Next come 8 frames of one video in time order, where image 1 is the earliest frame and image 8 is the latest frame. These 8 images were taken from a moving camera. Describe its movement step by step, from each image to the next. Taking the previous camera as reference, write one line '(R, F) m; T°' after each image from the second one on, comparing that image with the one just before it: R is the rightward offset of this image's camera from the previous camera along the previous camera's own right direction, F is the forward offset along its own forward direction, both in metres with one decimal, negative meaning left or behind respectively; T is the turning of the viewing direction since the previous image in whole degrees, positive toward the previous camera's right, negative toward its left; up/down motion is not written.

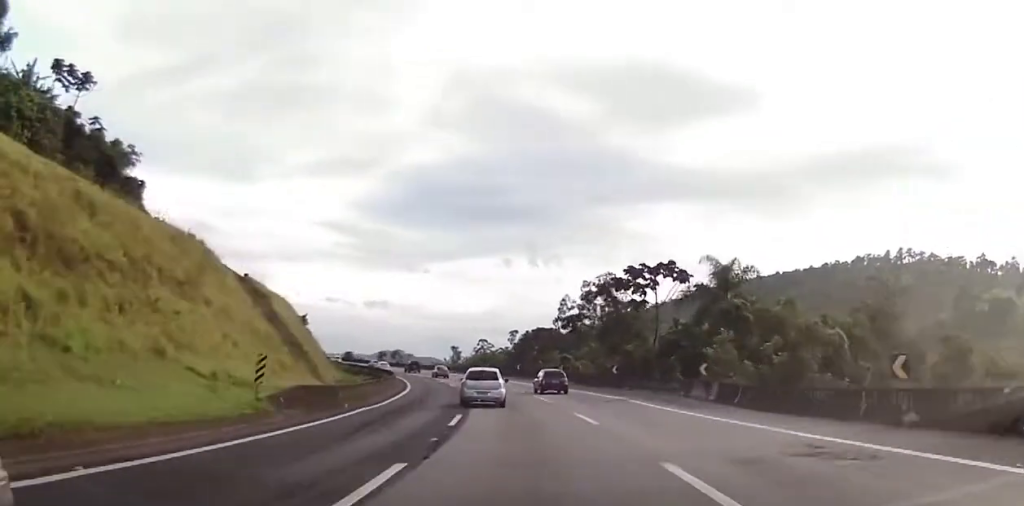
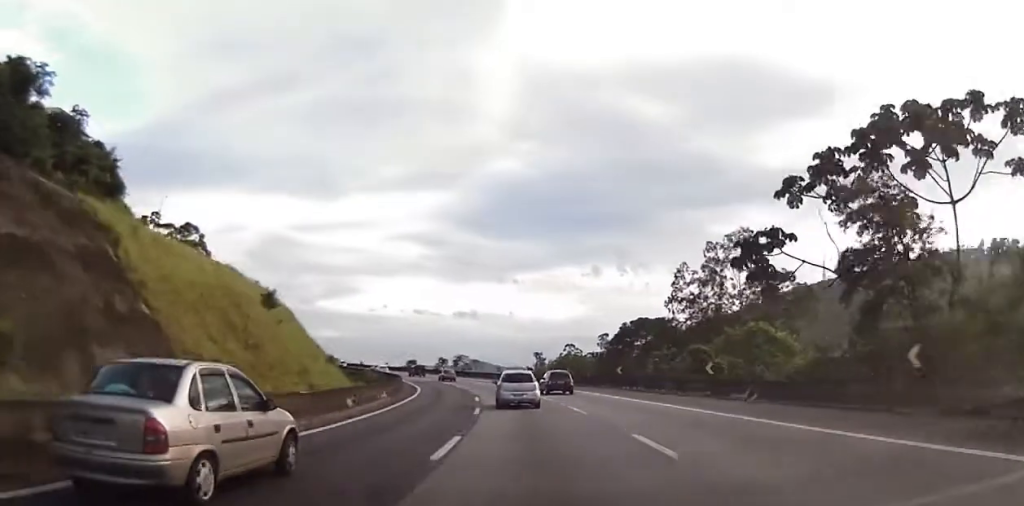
(-2.2, +32.3) m; -7°
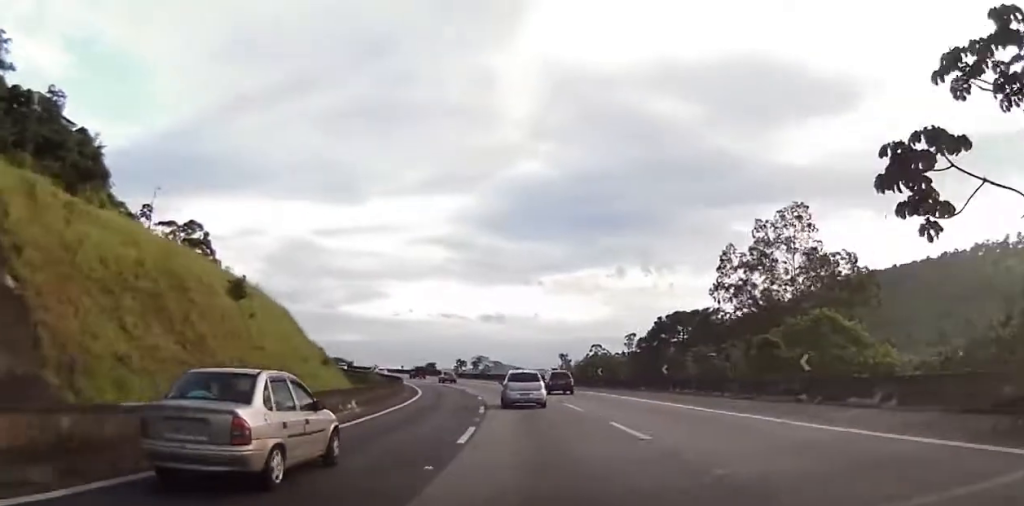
(0.0, +9.6) m; -2°
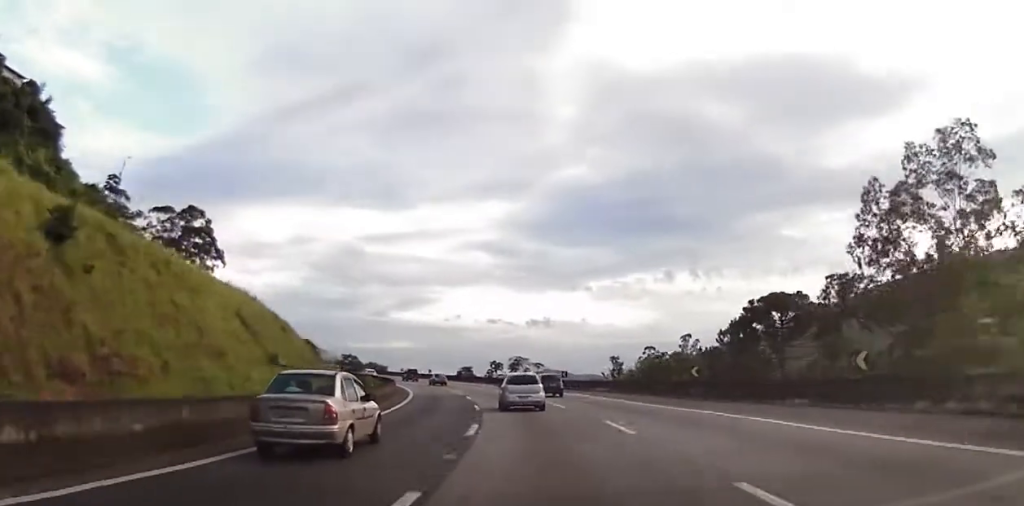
(-1.1, +21.1) m; -6°
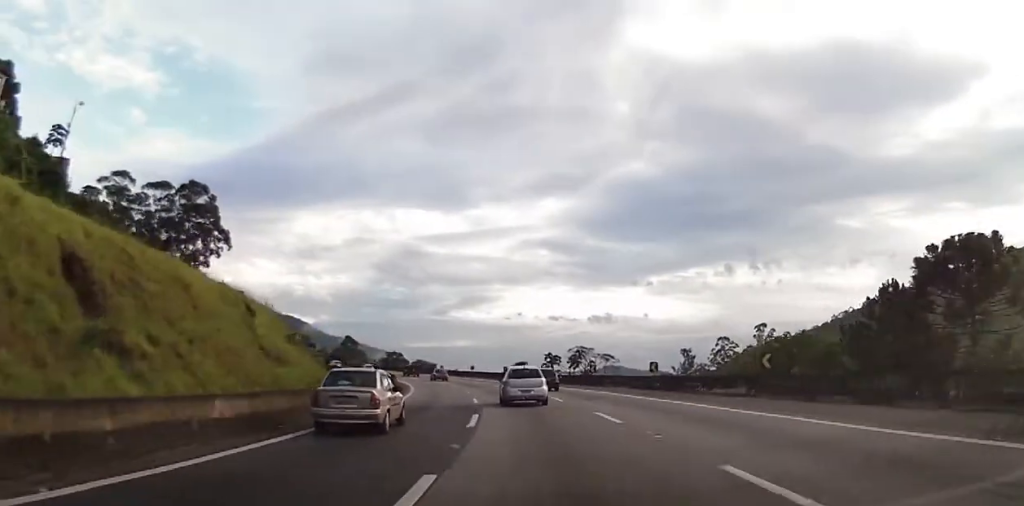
(-1.1, +22.9) m; -4°
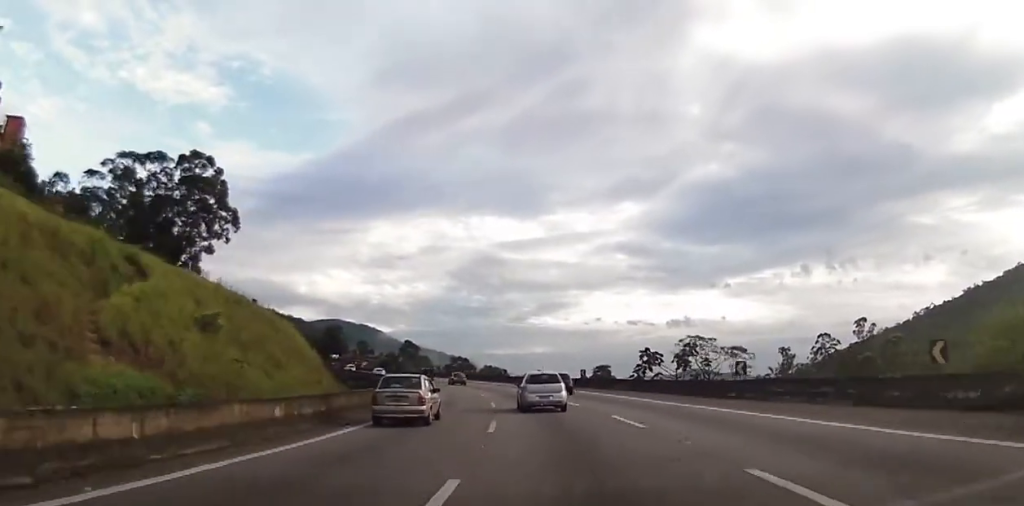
(-1.2, +24.6) m; -6°
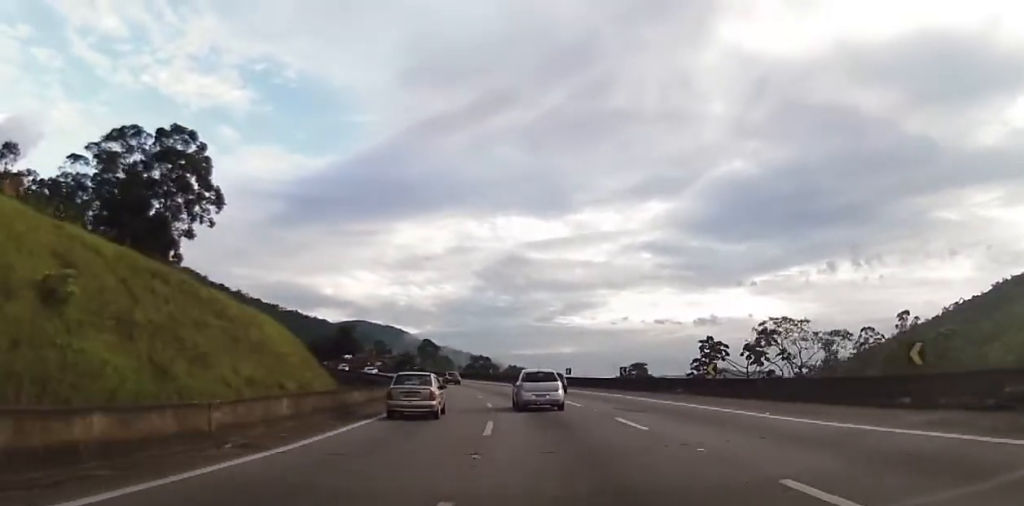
(-0.6, +13.2) m; -2°
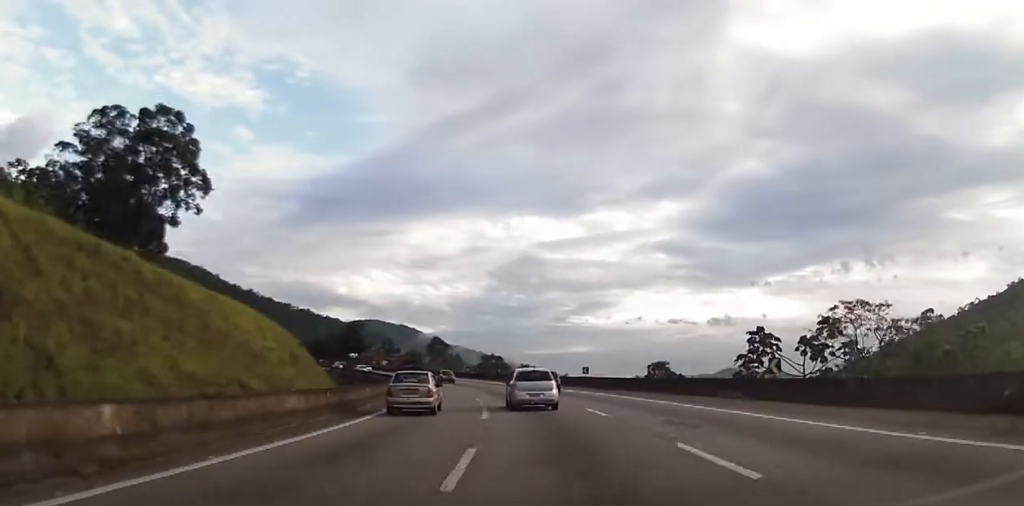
(+0.1, +7.6) m; -1°
